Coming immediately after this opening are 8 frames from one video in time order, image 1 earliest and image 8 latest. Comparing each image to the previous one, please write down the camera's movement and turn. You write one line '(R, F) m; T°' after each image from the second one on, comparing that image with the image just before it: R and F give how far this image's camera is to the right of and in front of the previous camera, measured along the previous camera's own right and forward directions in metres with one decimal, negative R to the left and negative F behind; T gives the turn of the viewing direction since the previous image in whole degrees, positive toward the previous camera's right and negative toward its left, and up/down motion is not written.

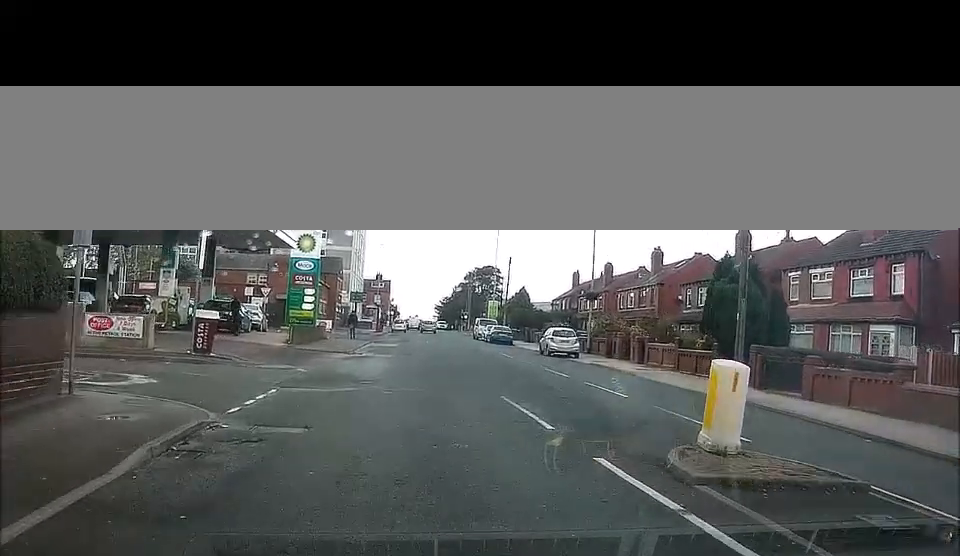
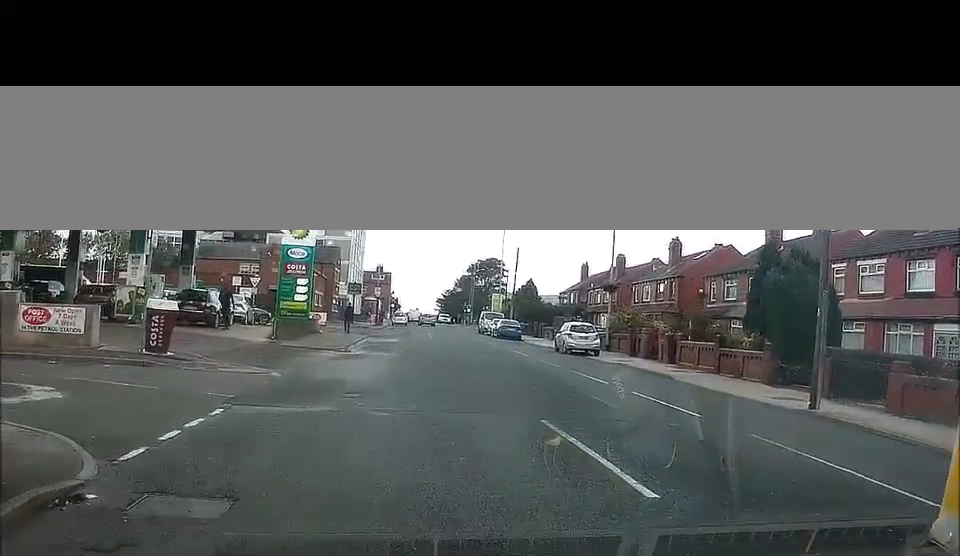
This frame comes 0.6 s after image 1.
(+0.1, +4.6) m; -1°
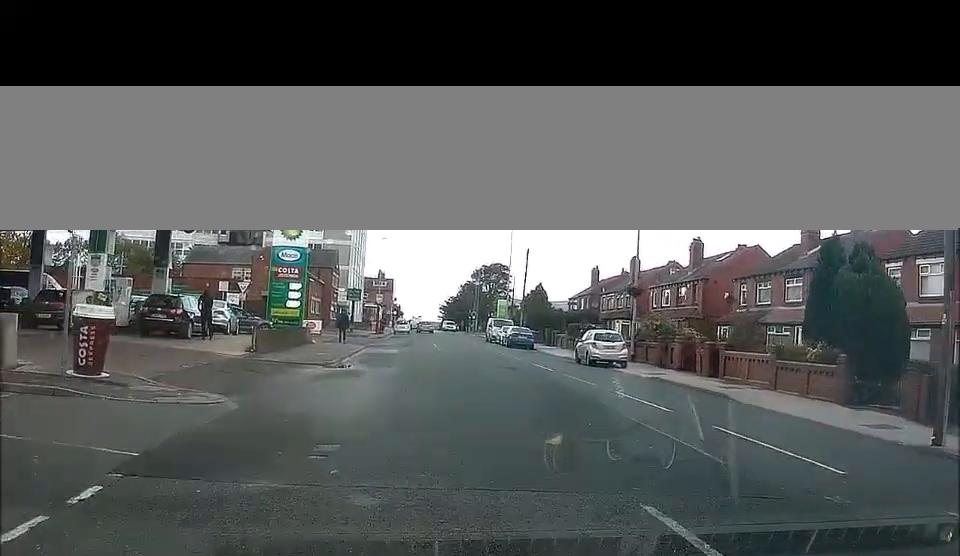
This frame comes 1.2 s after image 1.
(-0.1, +4.5) m; -1°
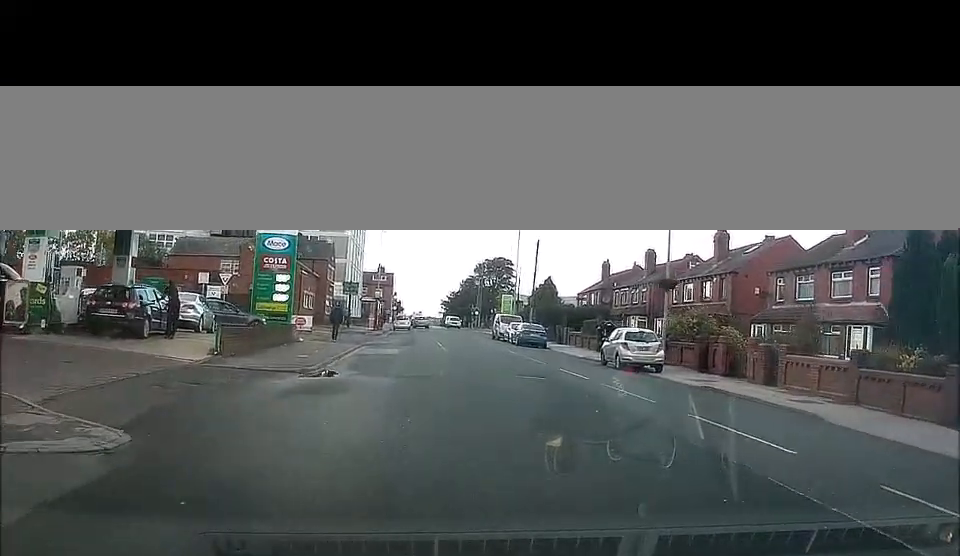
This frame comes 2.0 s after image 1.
(-0.1, +4.2) m; -2°
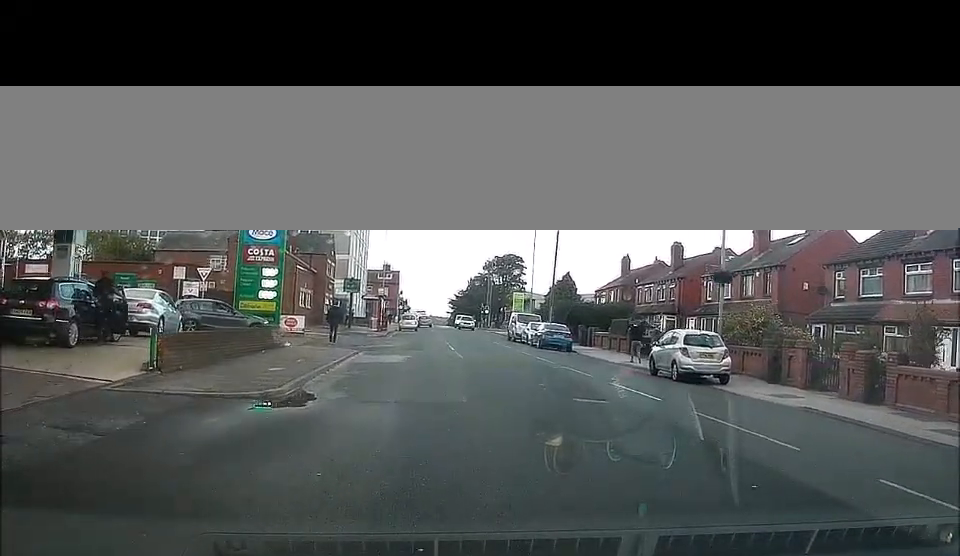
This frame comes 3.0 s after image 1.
(0.0, +4.0) m; -2°
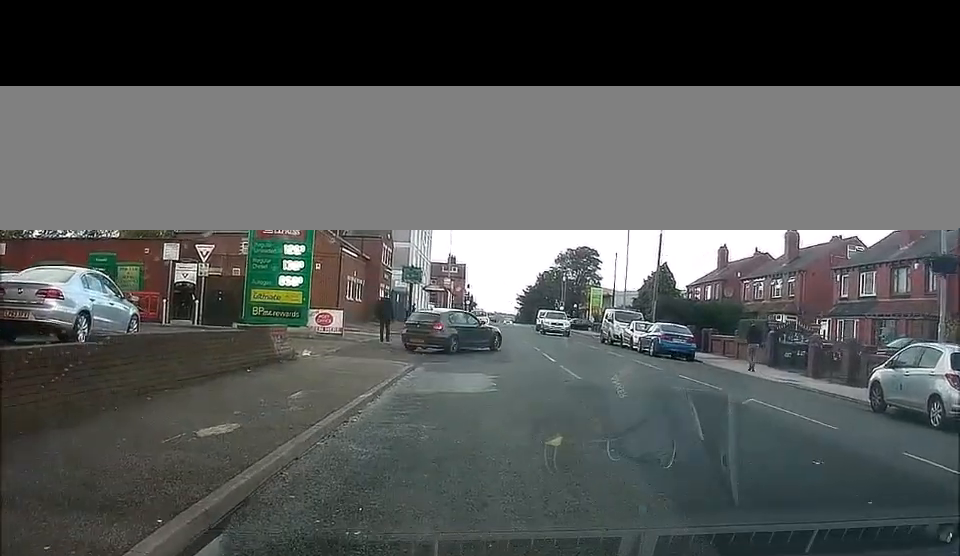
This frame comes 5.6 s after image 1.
(-1.1, +10.8) m; -12°
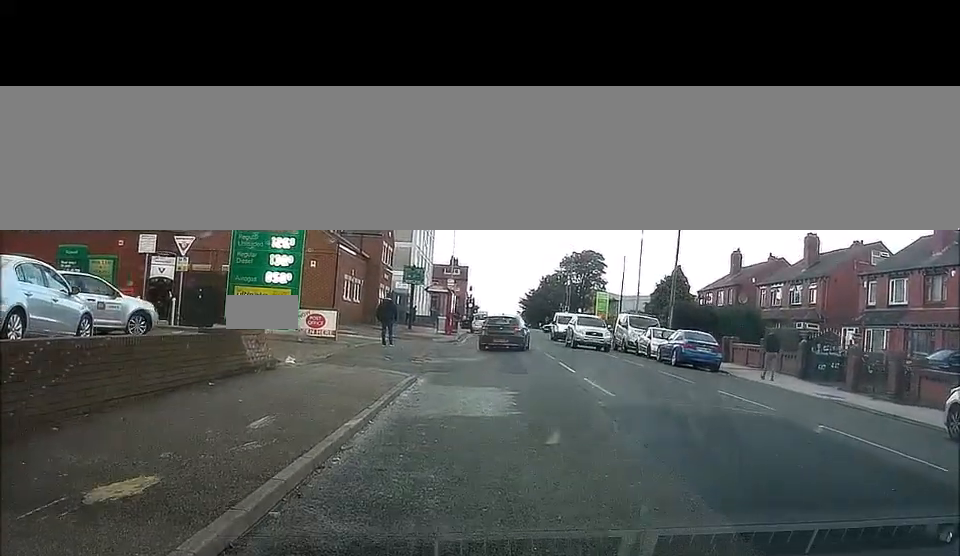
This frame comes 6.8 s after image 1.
(+0.1, +3.3) m; +2°
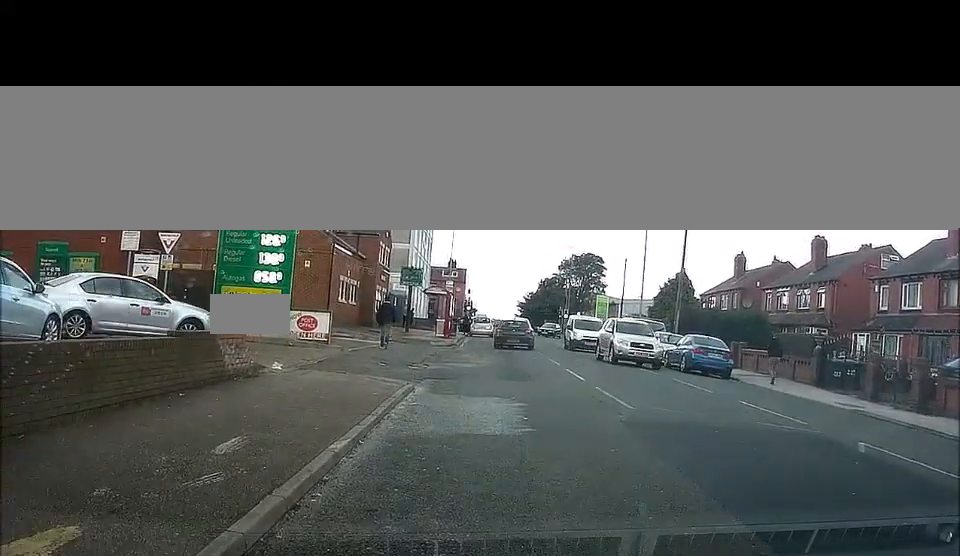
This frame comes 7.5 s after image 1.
(-0.1, +1.7) m; +6°
